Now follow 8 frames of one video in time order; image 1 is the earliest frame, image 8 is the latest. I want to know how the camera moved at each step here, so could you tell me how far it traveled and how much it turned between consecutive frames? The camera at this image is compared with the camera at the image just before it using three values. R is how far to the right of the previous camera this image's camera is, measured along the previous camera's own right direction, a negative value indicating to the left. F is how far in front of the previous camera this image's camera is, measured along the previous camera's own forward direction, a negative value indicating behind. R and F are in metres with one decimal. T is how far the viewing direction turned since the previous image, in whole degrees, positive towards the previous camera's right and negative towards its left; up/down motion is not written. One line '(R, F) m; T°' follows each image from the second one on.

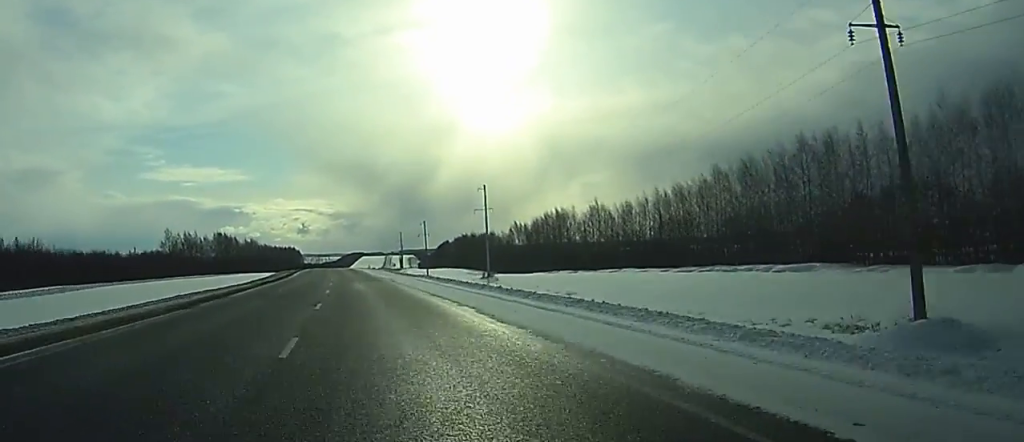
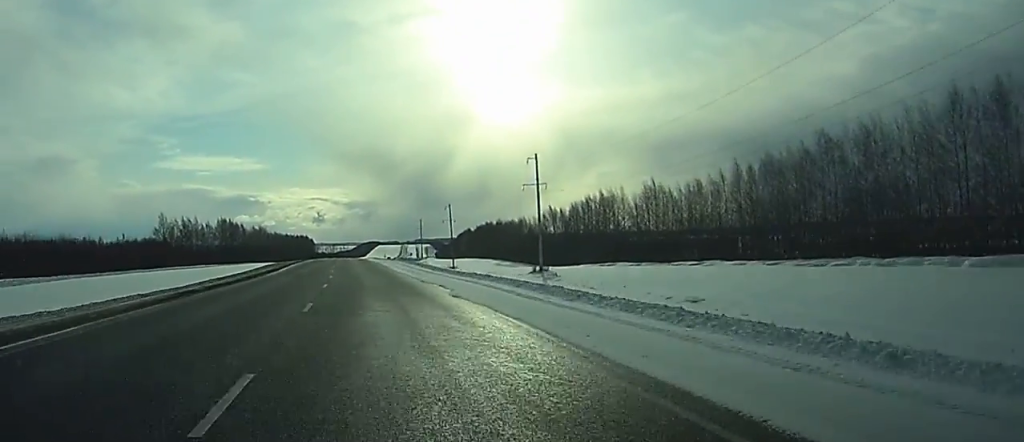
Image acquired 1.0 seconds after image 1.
(-0.4, +29.3) m; -1°
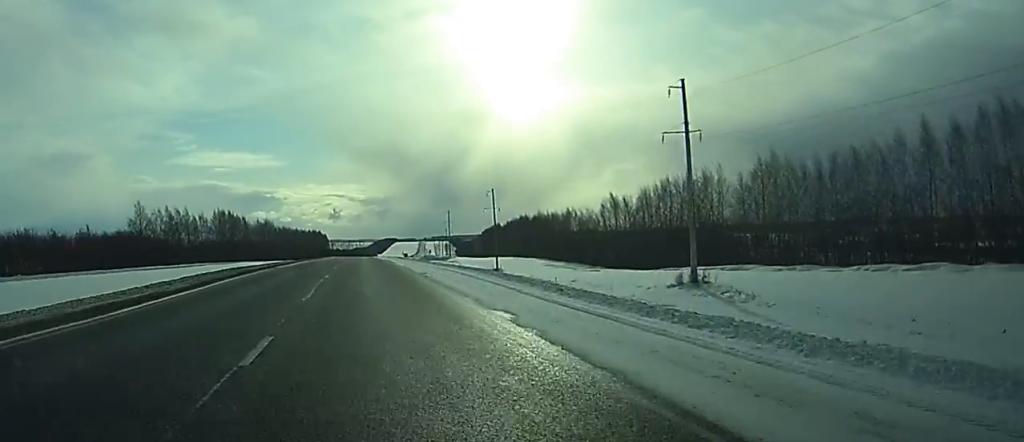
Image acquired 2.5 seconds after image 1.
(+0.3, +45.0) m; 0°
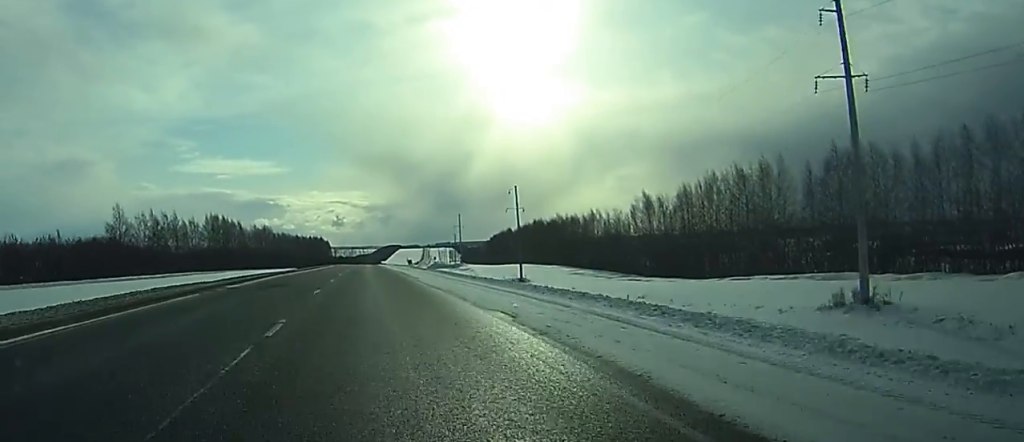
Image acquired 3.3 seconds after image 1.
(-0.2, +21.7) m; -1°
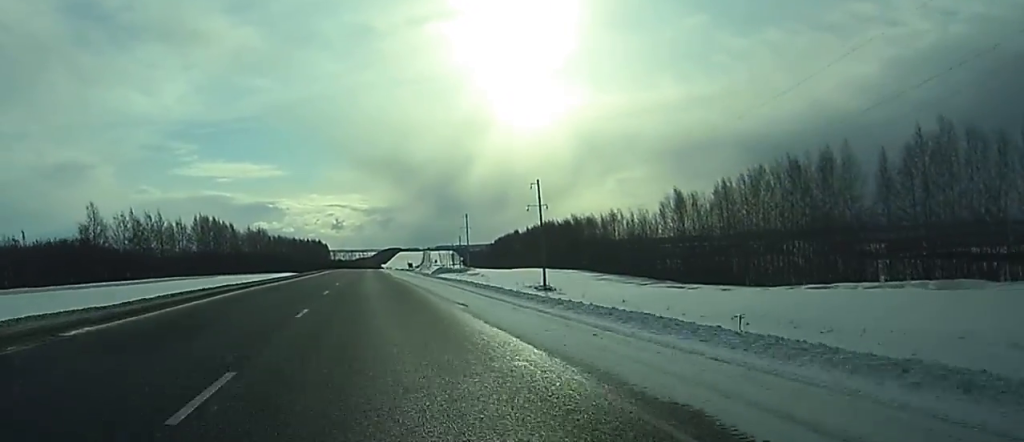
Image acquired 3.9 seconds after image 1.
(-0.2, +18.9) m; -1°
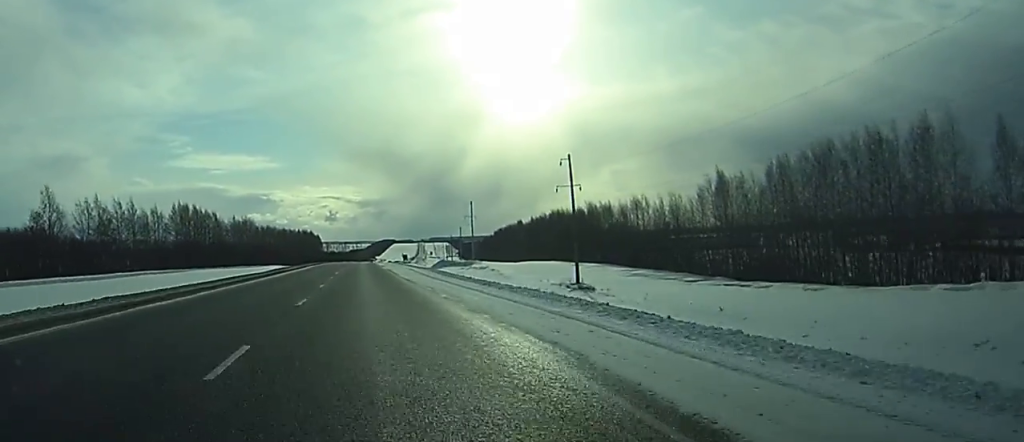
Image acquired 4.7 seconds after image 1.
(-0.5, +23.0) m; -1°
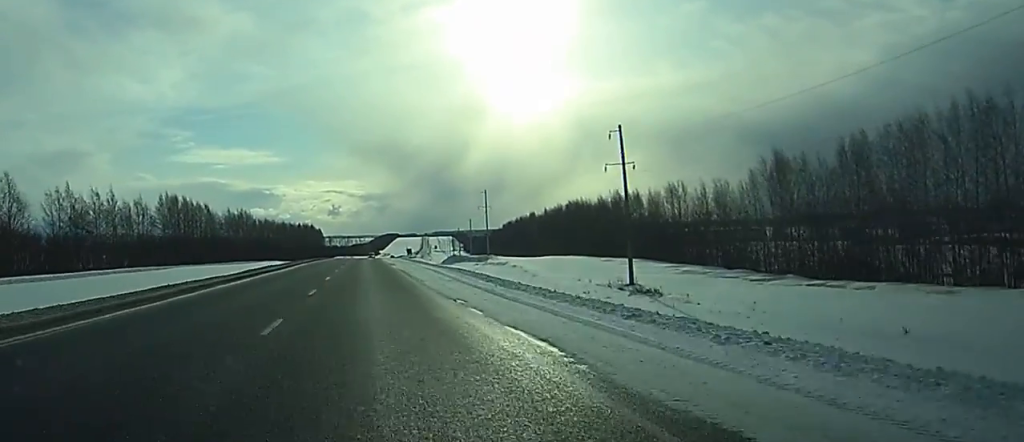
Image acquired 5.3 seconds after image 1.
(+0.2, +20.1) m; +1°
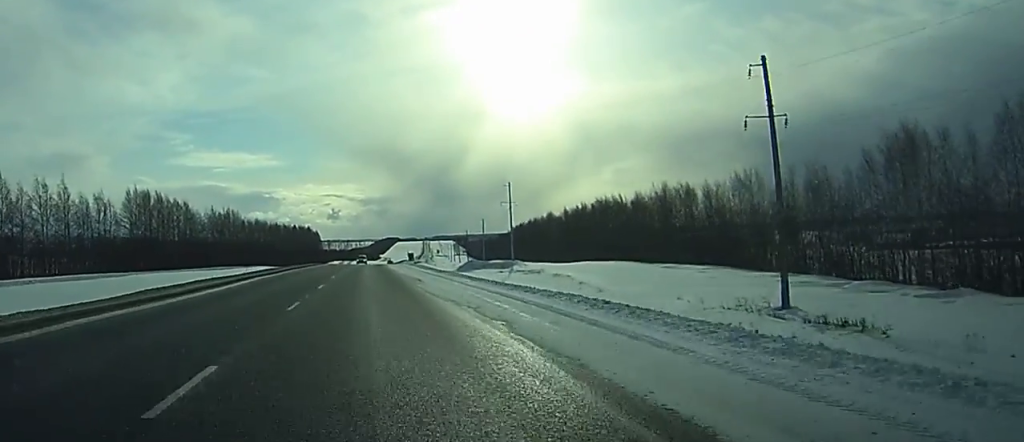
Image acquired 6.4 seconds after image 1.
(+0.2, +32.0) m; 0°
